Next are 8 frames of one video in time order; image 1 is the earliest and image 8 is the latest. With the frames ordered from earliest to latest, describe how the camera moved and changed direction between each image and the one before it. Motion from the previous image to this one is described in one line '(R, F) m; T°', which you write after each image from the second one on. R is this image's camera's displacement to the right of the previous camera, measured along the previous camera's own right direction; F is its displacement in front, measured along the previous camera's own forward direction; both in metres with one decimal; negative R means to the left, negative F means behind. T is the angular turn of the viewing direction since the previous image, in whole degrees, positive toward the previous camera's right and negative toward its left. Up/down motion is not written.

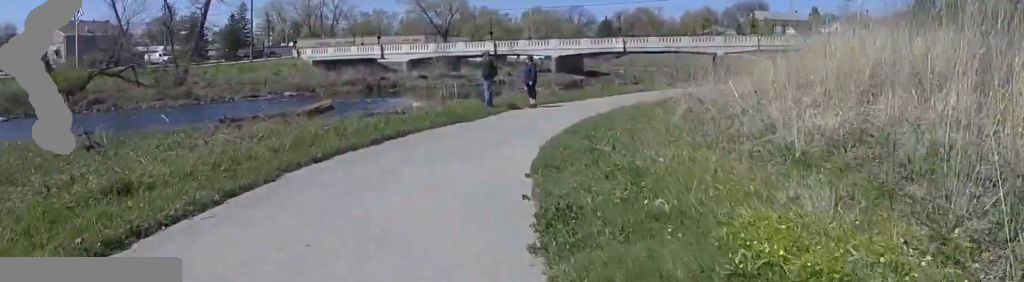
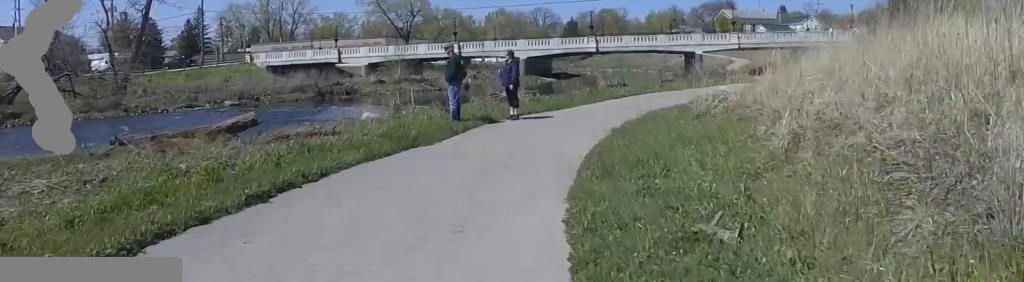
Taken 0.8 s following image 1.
(+0.5, +5.0) m; +8°
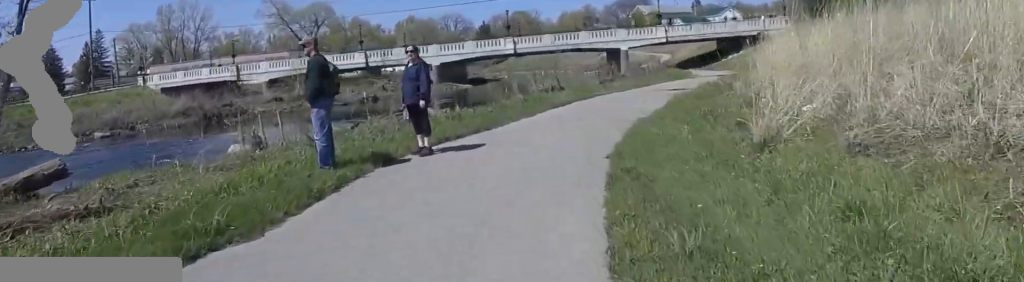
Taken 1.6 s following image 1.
(+0.5, +5.5) m; +5°
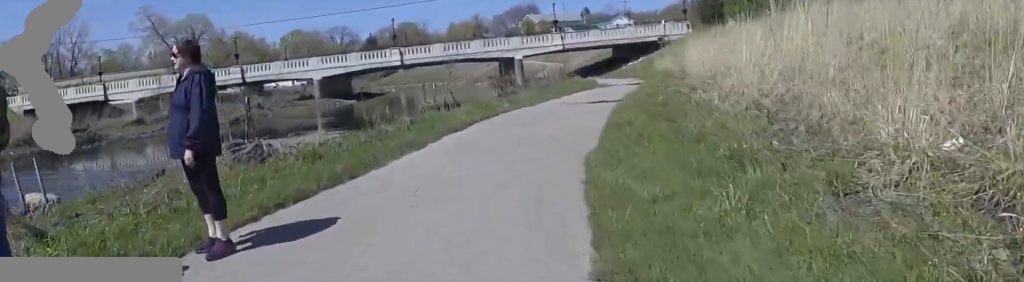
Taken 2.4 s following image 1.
(0.0, +4.6) m; 0°
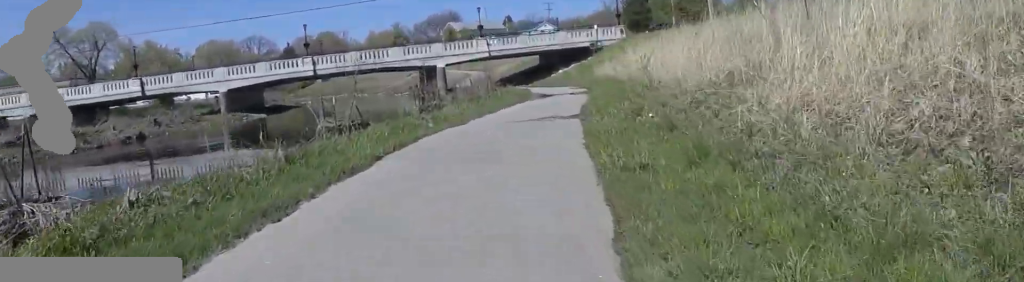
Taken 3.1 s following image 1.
(0.0, +4.7) m; +6°
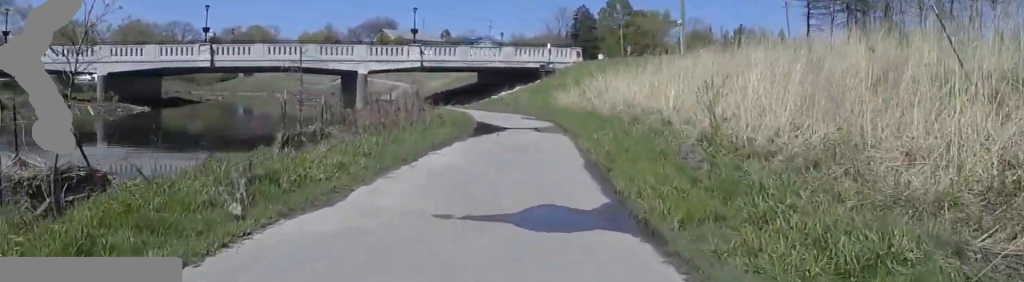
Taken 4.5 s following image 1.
(+1.2, +9.2) m; +10°
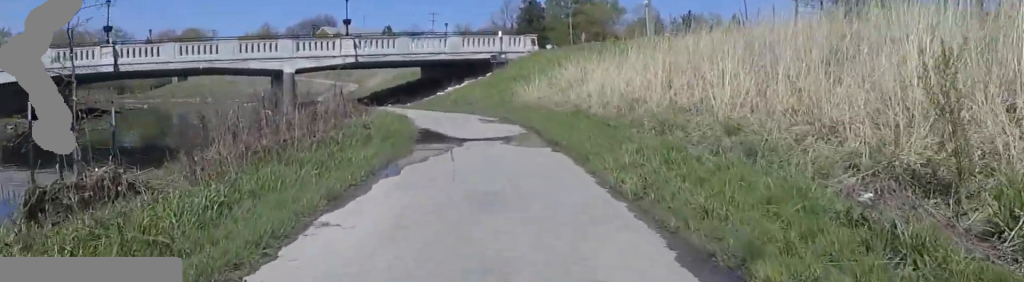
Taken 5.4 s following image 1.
(0.0, +6.0) m; 0°
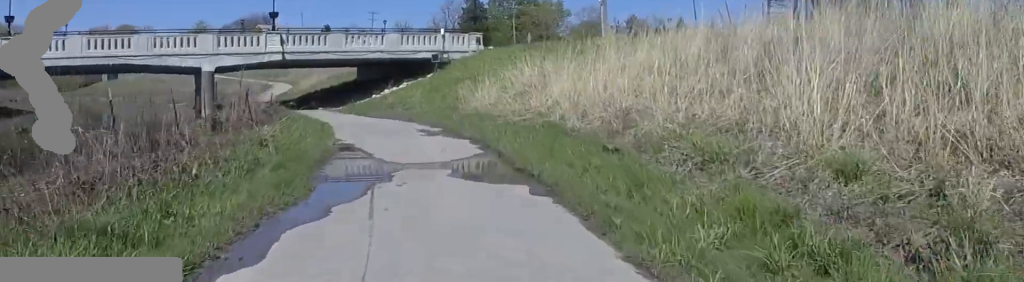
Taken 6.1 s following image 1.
(0.0, +3.9) m; 0°
